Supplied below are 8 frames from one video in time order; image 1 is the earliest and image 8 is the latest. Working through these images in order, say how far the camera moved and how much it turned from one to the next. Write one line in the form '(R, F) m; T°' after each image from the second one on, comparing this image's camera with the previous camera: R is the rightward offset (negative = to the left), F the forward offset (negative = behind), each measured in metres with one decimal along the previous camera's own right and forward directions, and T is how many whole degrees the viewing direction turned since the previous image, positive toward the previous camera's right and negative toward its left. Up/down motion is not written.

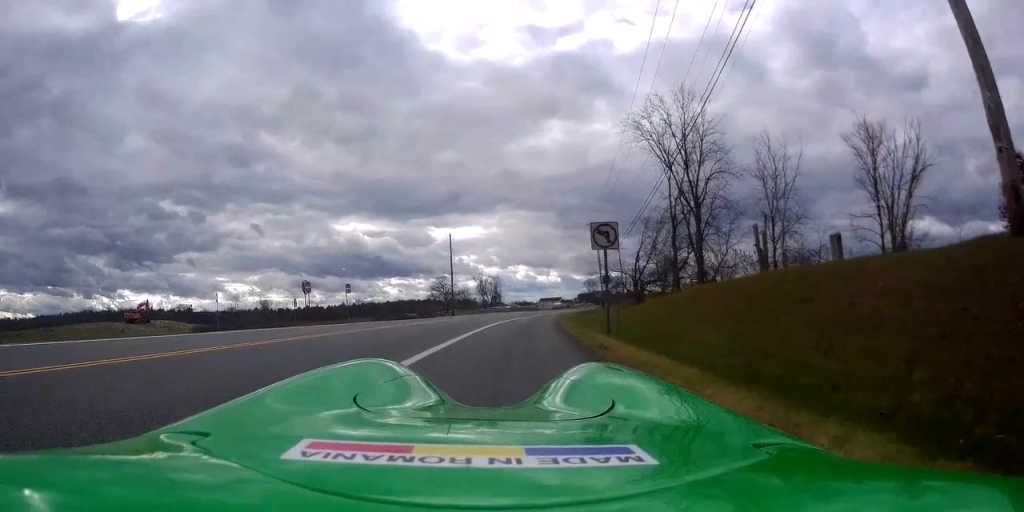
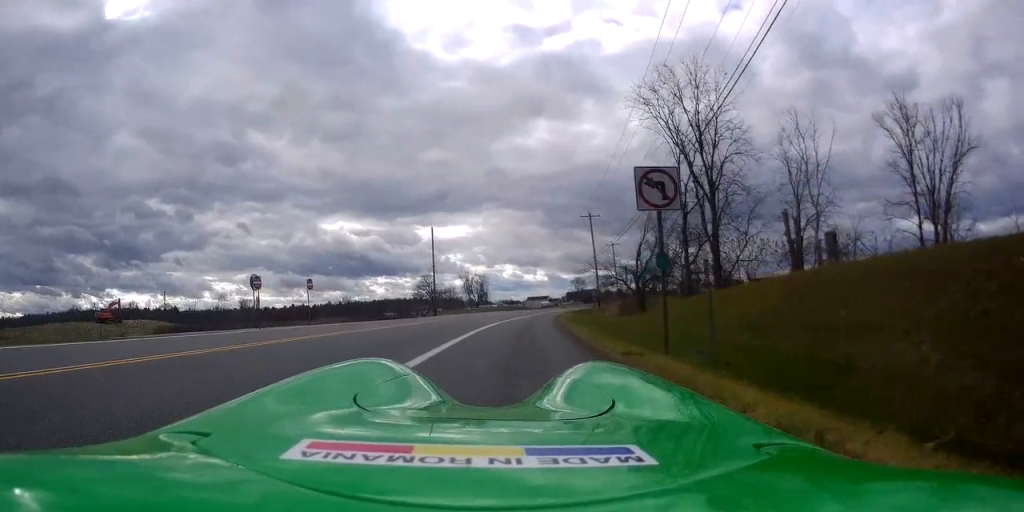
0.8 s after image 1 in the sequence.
(-0.5, +6.8) m; -1°
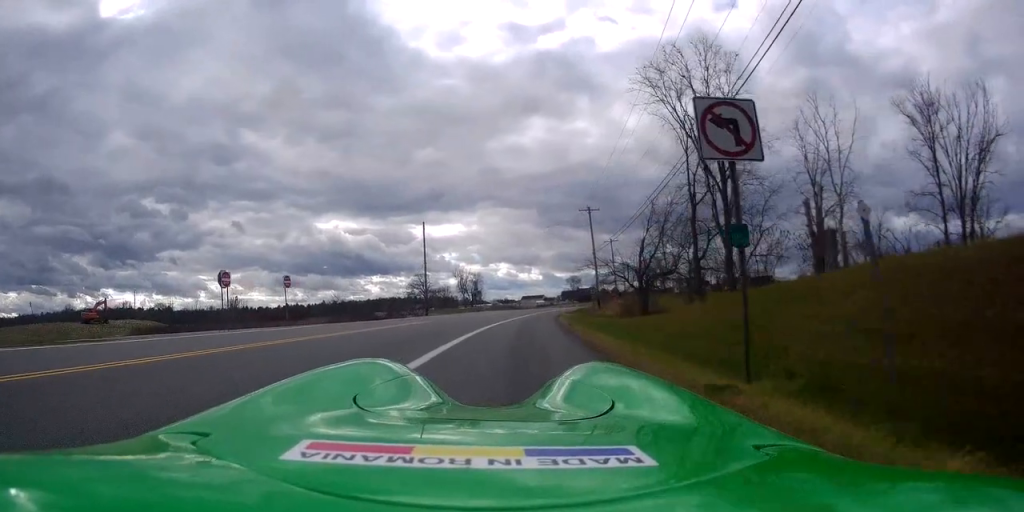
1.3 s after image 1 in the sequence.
(+0.2, +3.6) m; +2°
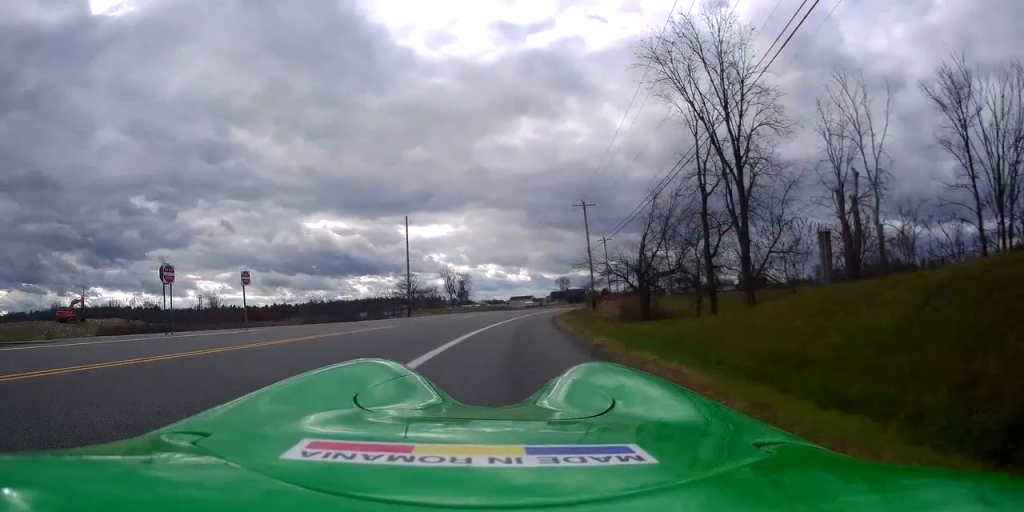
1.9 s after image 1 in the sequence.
(+0.1, +4.6) m; +2°
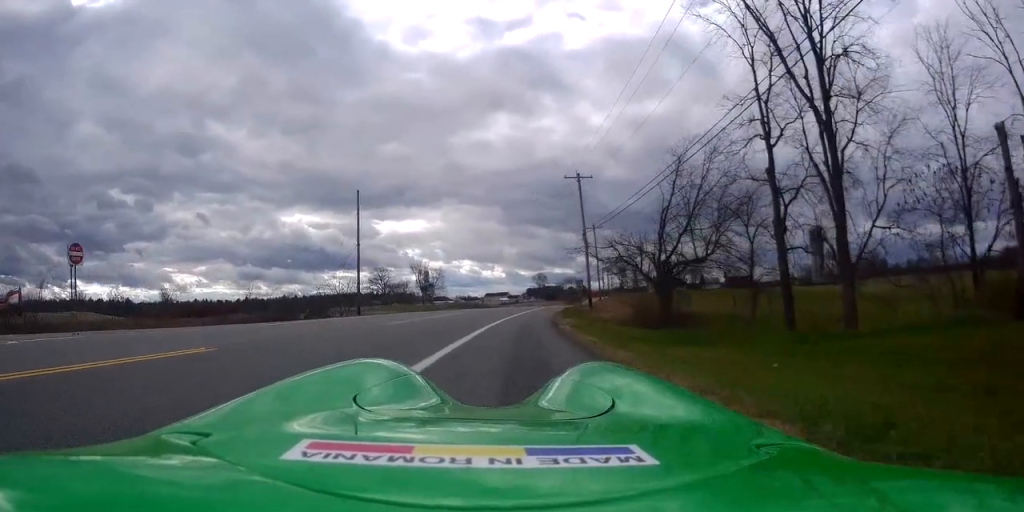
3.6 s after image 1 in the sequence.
(+0.1, +12.7) m; +2°
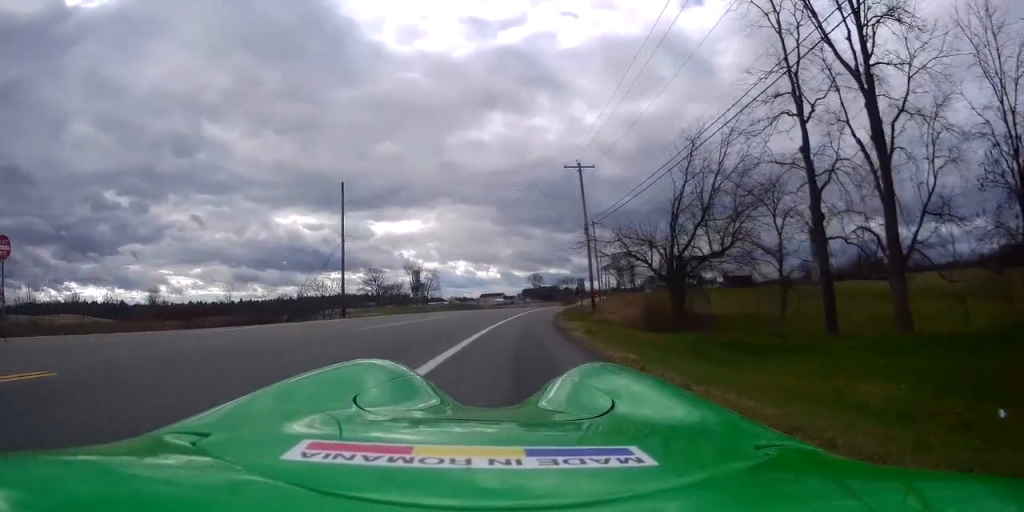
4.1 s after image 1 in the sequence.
(+0.1, +3.7) m; +1°
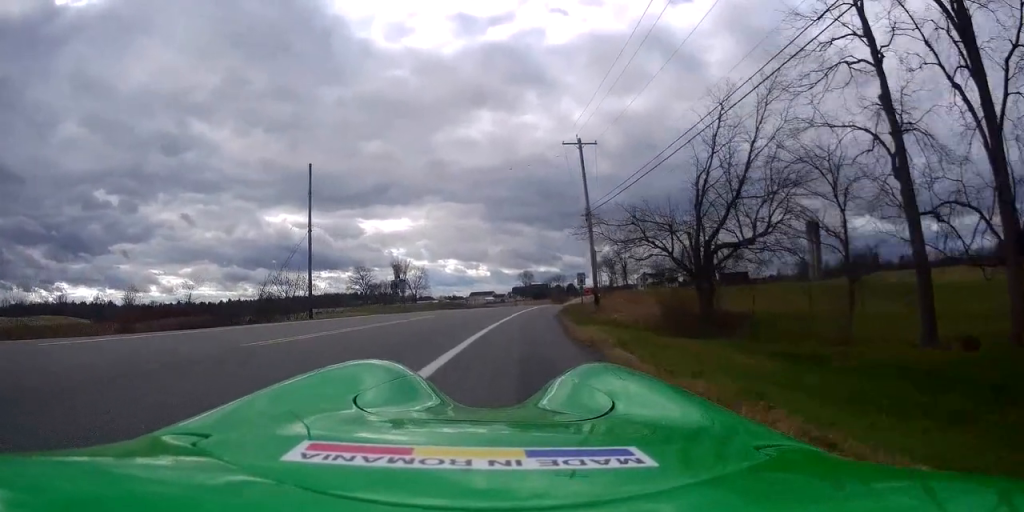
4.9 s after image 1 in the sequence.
(+0.3, +6.3) m; +1°
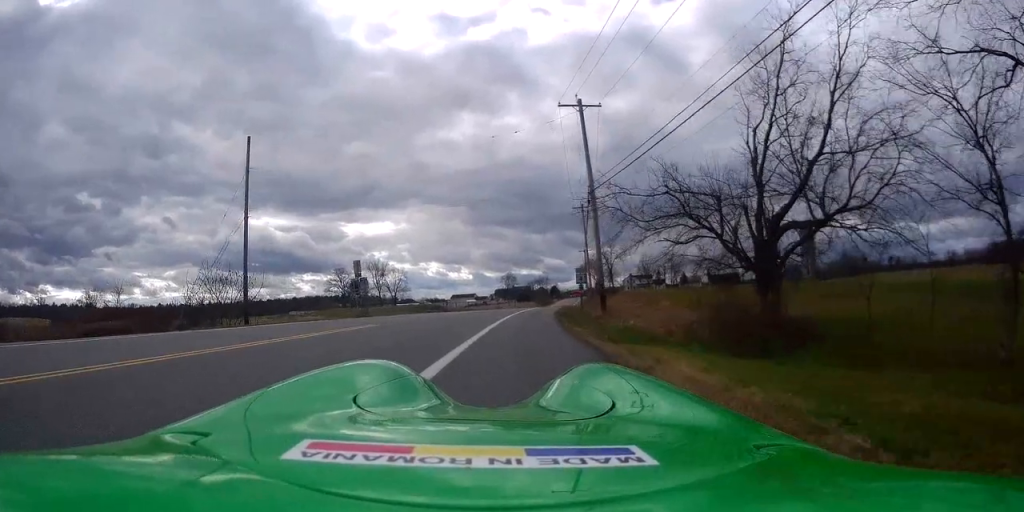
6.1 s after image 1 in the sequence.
(-0.2, +8.8) m; +1°
